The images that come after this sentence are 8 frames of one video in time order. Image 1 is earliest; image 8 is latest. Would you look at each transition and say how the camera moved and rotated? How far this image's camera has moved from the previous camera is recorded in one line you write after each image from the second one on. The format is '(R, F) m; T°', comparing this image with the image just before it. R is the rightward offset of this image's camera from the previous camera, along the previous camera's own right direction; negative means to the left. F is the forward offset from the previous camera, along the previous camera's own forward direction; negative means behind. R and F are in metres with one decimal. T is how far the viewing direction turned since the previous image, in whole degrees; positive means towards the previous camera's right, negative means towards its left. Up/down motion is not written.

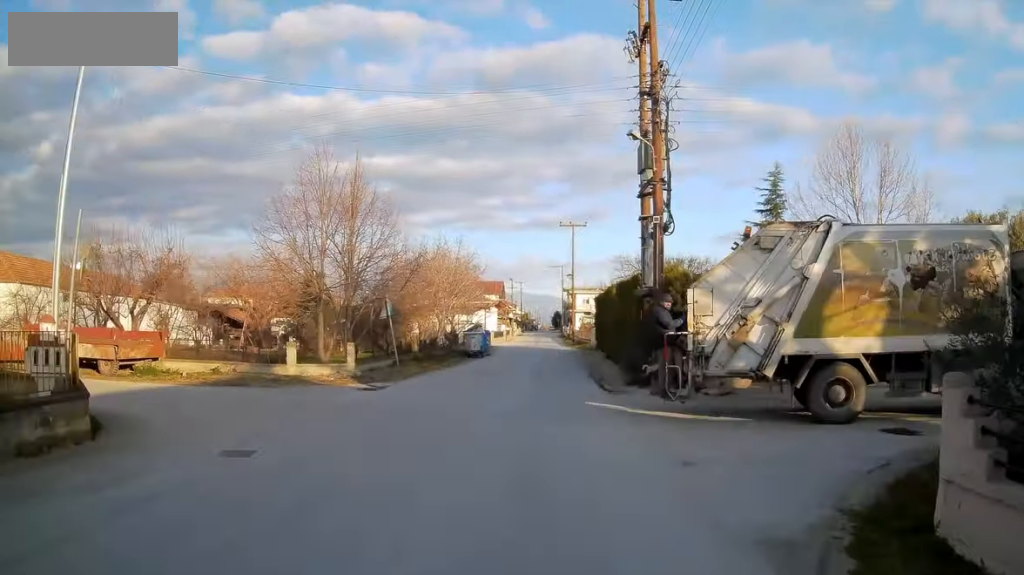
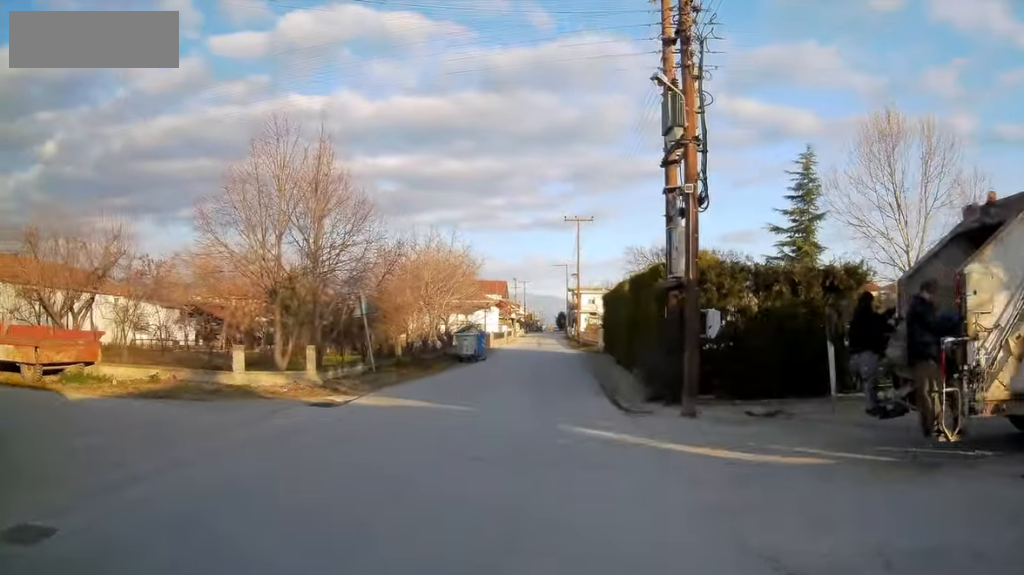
(0.0, +4.8) m; -1°
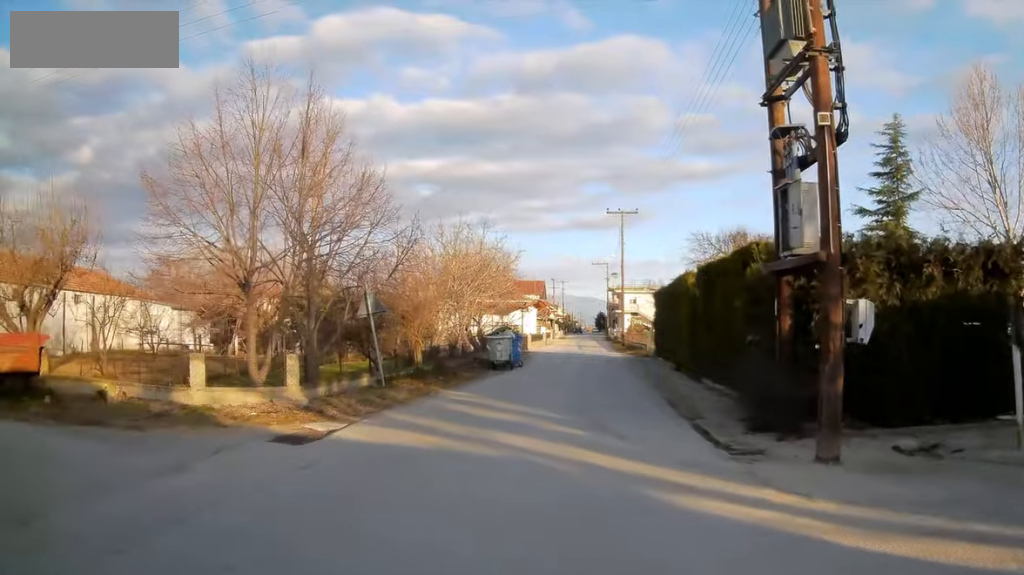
(-0.1, +5.6) m; -3°
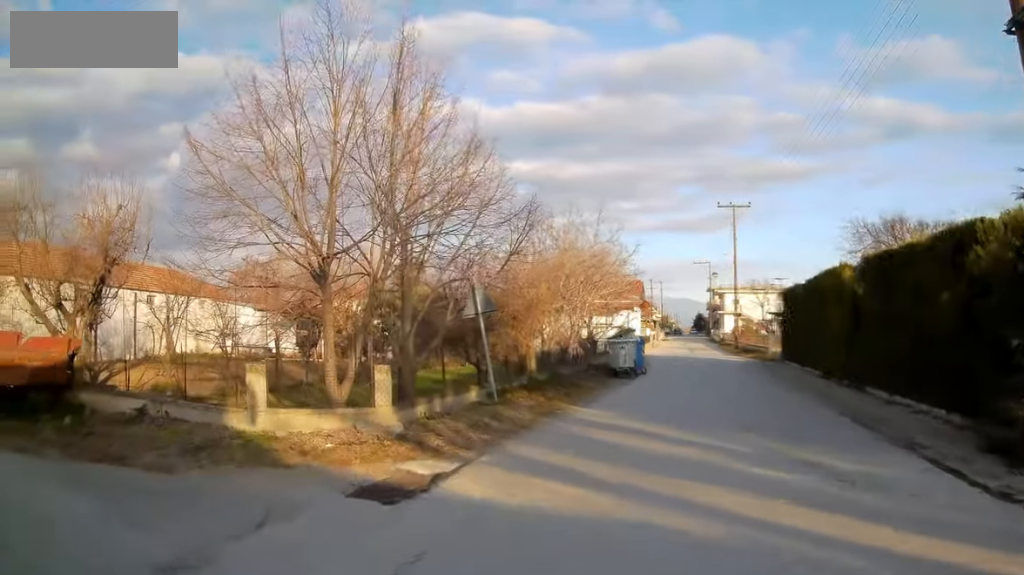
(-0.2, +4.0) m; -12°
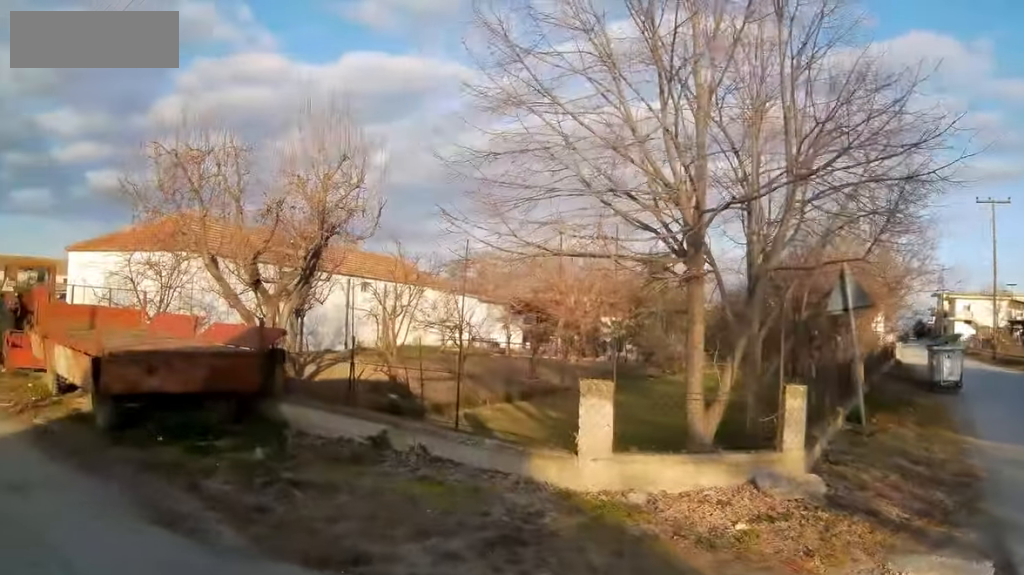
(-0.9, +4.2) m; -35°
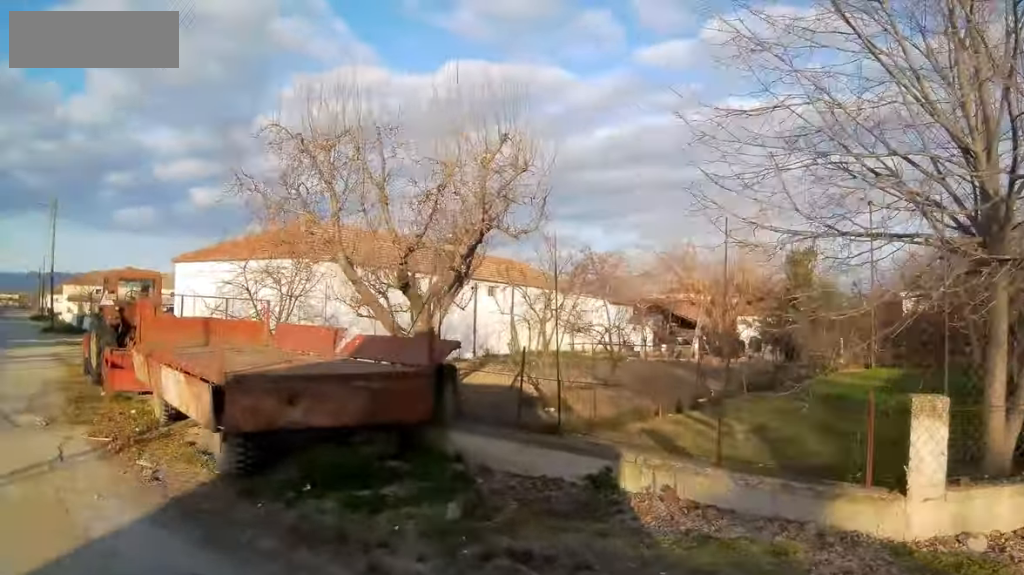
(-0.4, +1.4) m; -17°
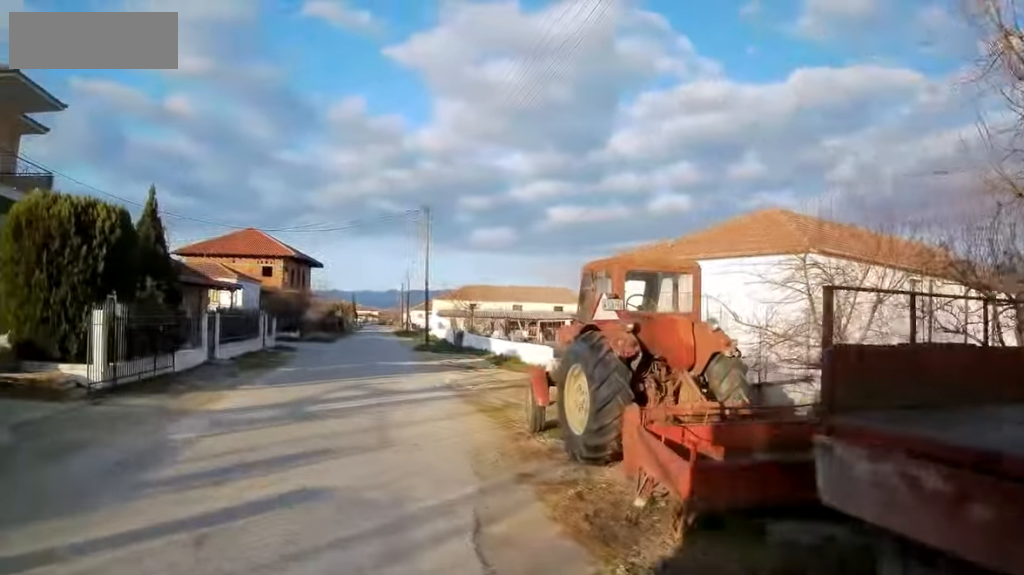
(-1.5, +5.3) m; -16°
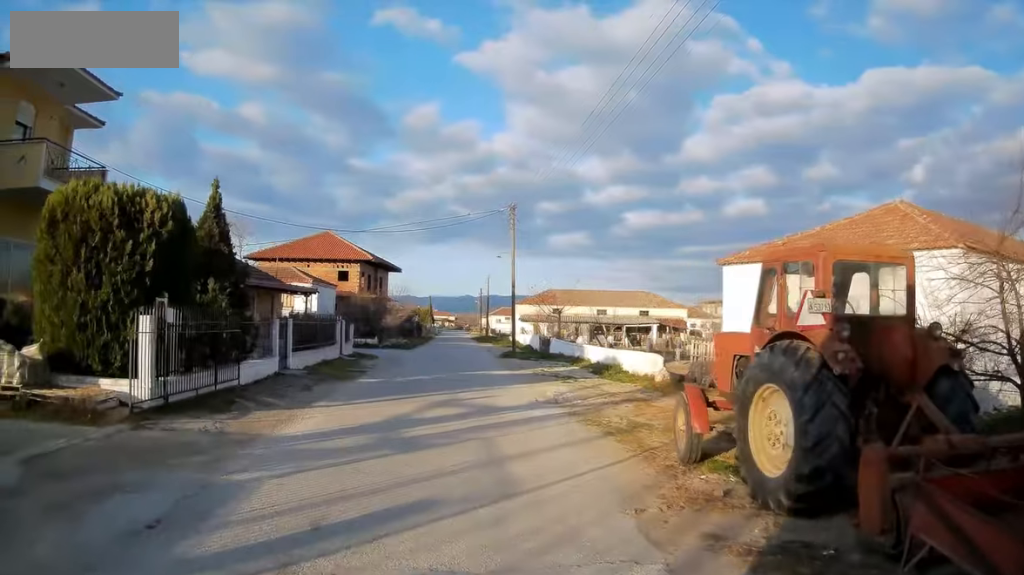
(+0.3, +2.4) m; -2°
